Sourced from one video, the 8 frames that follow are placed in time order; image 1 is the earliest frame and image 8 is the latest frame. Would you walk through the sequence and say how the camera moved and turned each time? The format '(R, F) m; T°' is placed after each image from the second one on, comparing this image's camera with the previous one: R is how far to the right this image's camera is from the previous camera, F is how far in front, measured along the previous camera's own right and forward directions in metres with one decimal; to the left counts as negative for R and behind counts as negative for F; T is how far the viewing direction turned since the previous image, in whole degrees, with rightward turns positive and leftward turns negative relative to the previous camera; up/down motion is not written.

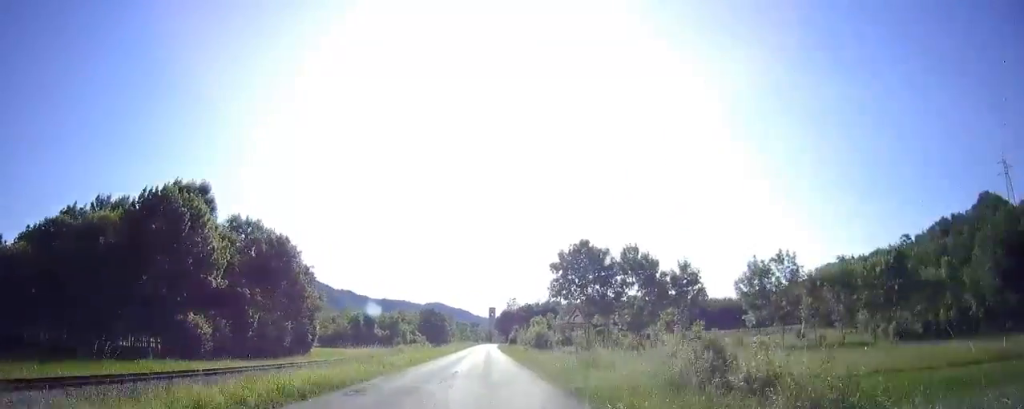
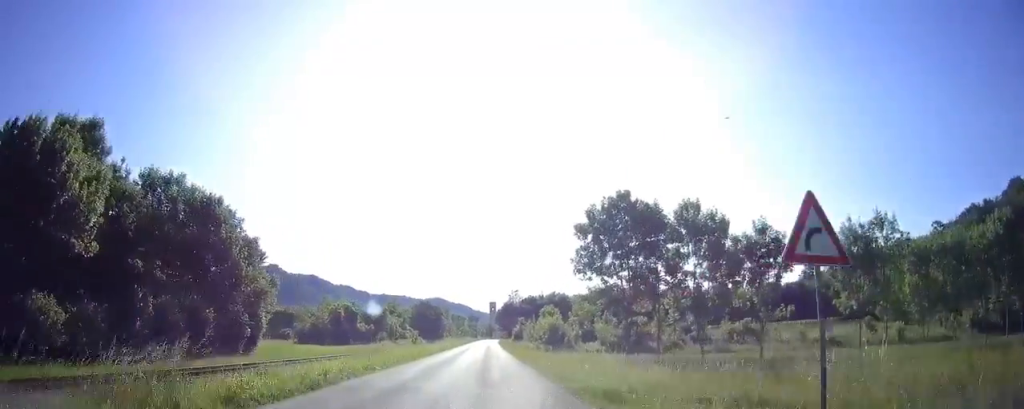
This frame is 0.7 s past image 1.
(+0.1, +13.8) m; 0°
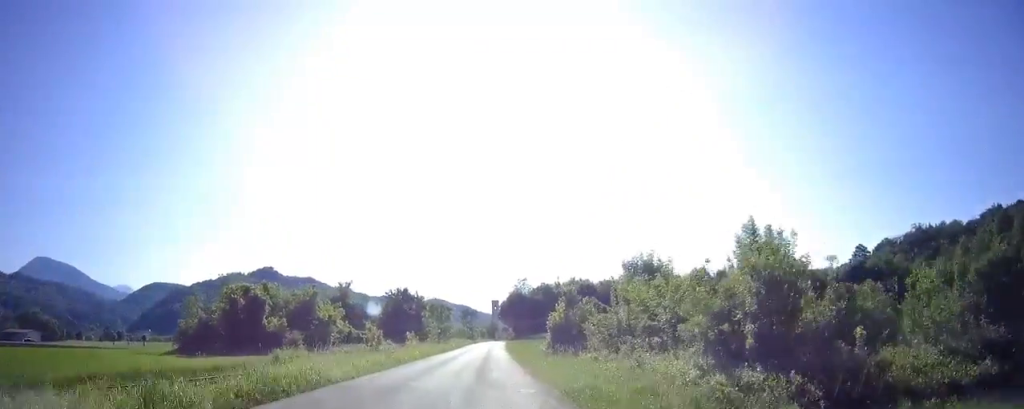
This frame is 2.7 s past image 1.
(-0.1, +40.0) m; 0°
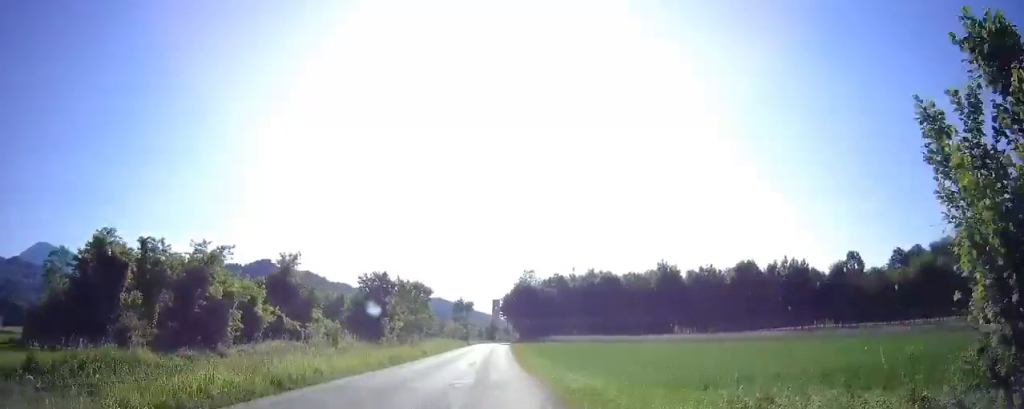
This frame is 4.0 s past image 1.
(0.0, +24.8) m; 0°
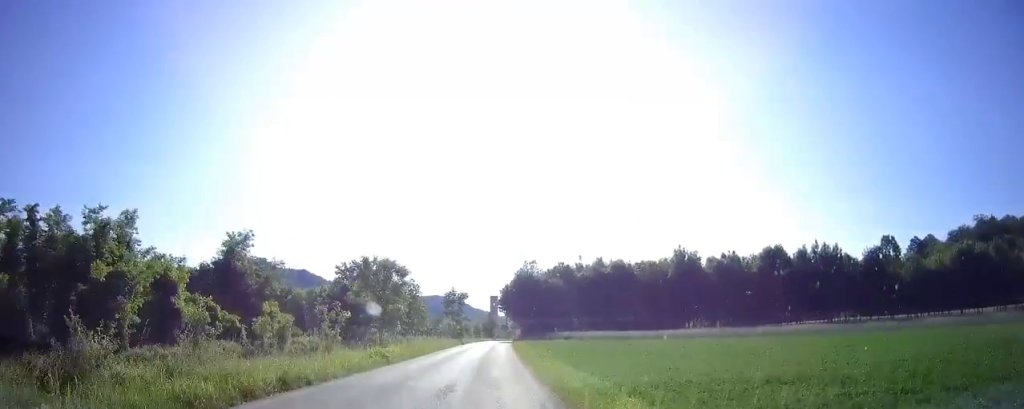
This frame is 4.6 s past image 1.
(0.0, +11.1) m; 0°
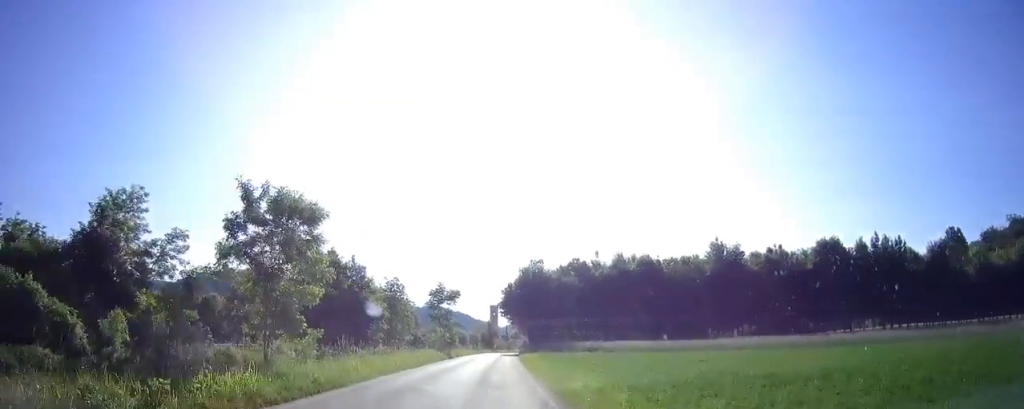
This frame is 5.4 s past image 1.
(-0.3, +16.9) m; 0°
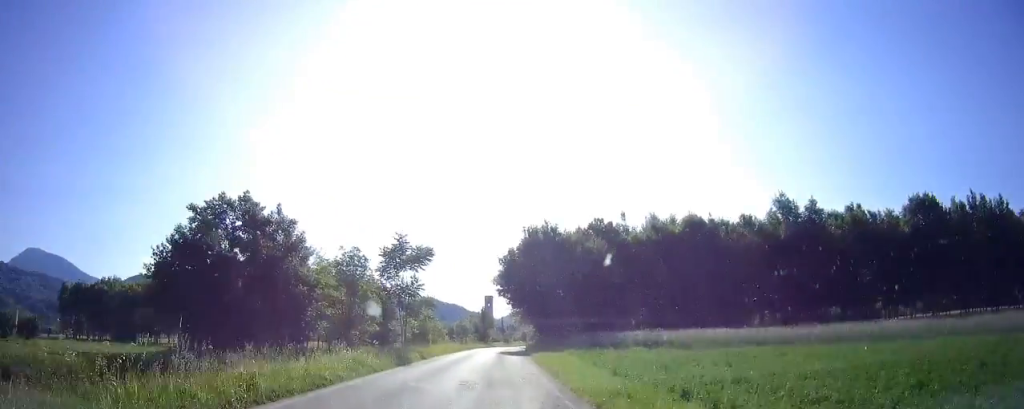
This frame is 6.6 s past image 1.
(+0.7, +22.6) m; +3°
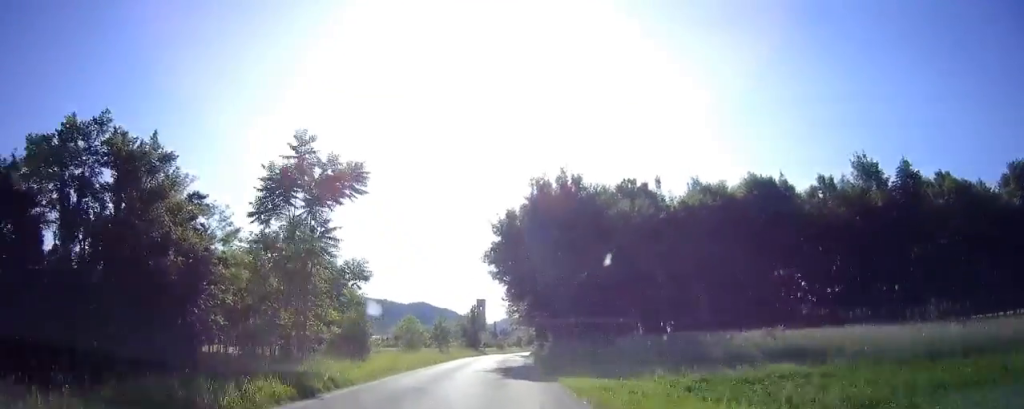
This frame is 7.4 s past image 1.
(+0.3, +16.1) m; +1°
